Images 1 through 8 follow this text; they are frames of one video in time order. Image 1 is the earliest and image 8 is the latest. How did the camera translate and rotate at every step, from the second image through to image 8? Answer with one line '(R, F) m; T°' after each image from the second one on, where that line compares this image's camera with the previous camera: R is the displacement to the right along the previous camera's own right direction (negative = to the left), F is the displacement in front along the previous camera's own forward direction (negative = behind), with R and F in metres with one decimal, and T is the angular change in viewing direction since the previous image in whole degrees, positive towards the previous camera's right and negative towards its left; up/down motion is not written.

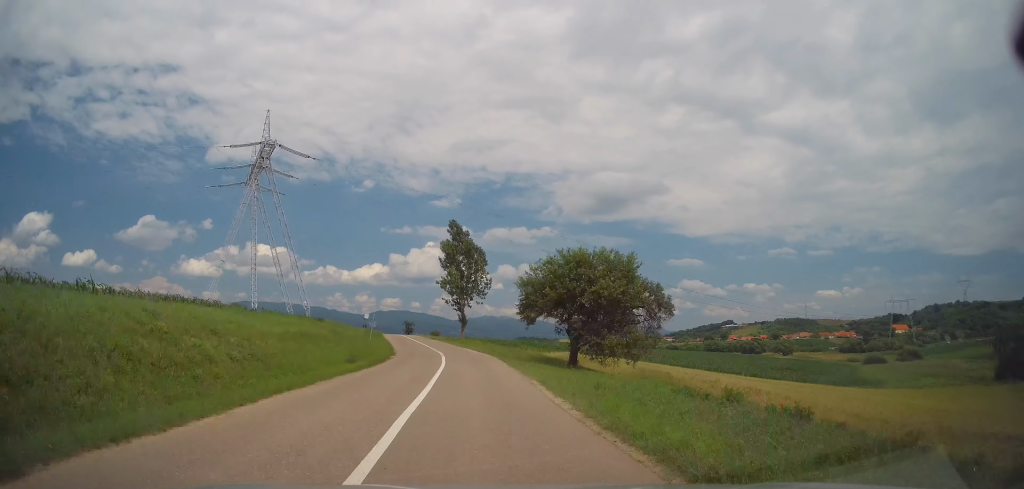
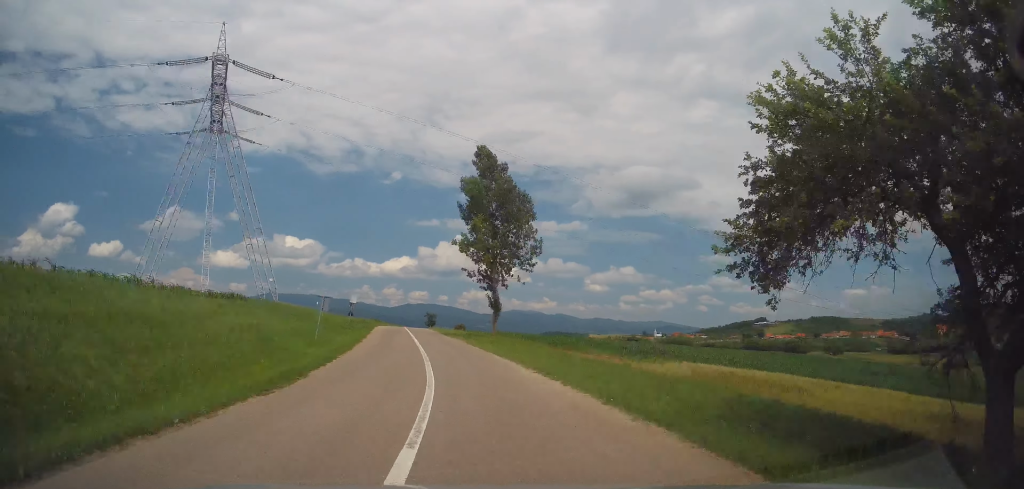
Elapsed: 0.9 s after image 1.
(0.0, +23.7) m; -2°
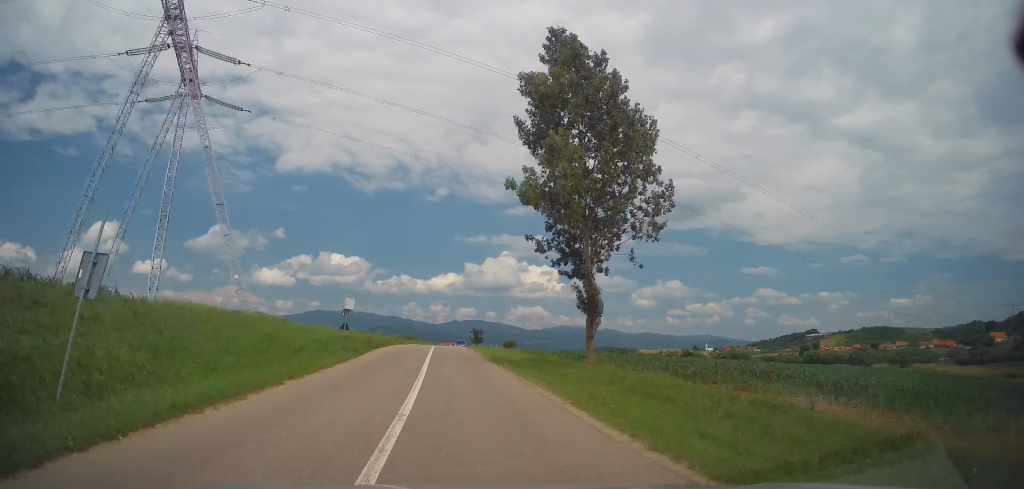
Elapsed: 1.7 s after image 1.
(-0.8, +18.9) m; -3°
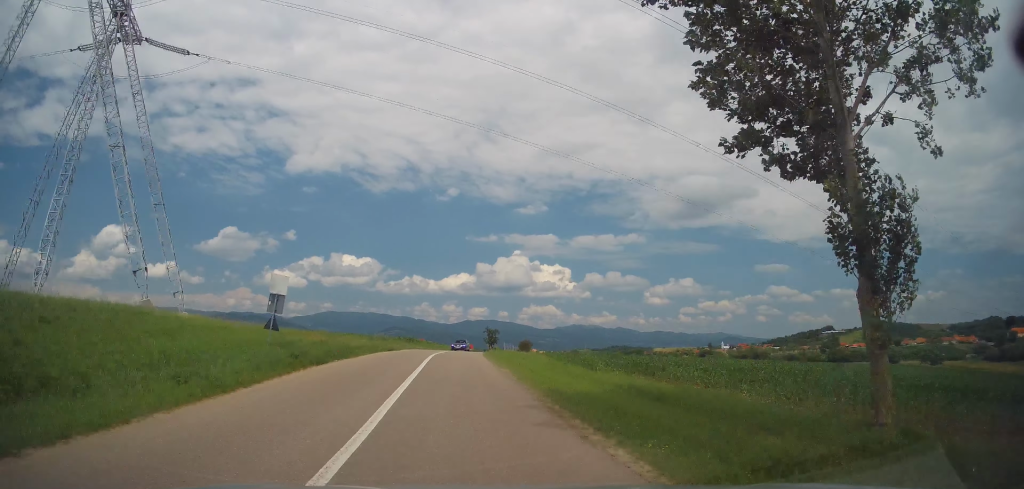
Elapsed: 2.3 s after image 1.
(-0.4, +14.8) m; -2°
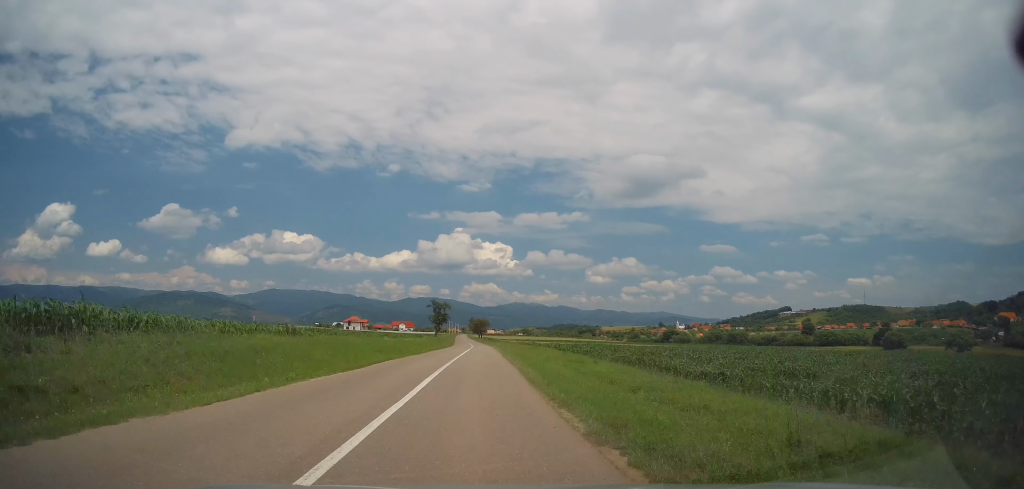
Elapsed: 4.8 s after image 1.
(-0.5, +56.1) m; +3°
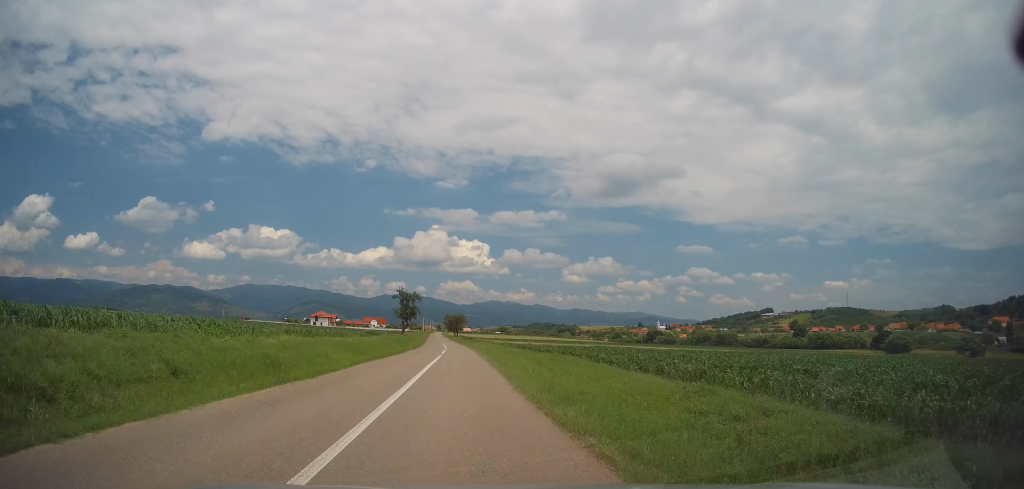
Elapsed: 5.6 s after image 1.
(+0.5, +20.3) m; +2°
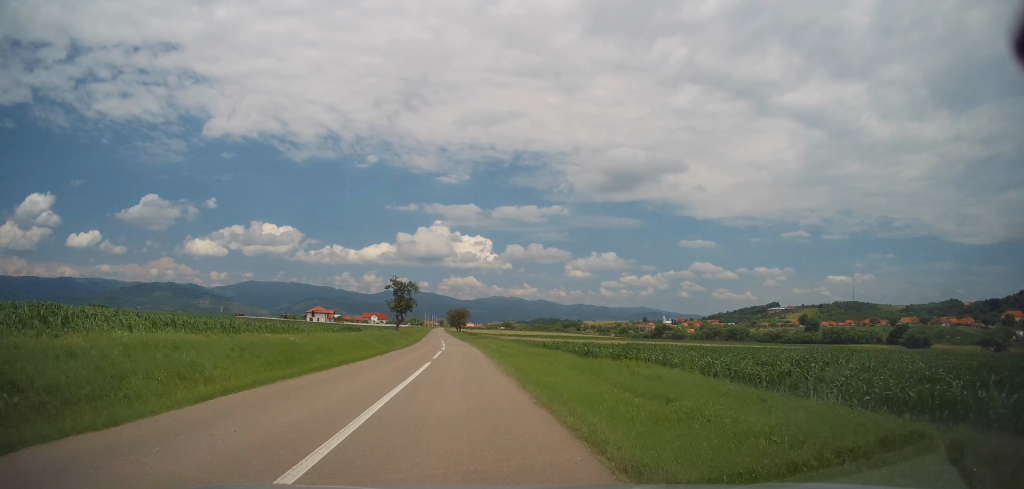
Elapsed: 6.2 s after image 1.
(+0.1, +12.6) m; +1°
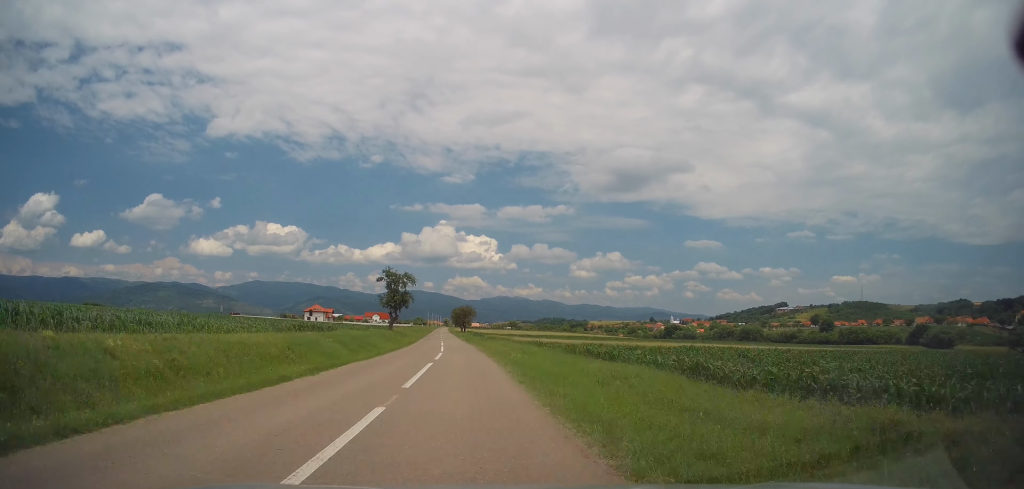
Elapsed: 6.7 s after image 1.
(+0.1, +13.1) m; 0°
